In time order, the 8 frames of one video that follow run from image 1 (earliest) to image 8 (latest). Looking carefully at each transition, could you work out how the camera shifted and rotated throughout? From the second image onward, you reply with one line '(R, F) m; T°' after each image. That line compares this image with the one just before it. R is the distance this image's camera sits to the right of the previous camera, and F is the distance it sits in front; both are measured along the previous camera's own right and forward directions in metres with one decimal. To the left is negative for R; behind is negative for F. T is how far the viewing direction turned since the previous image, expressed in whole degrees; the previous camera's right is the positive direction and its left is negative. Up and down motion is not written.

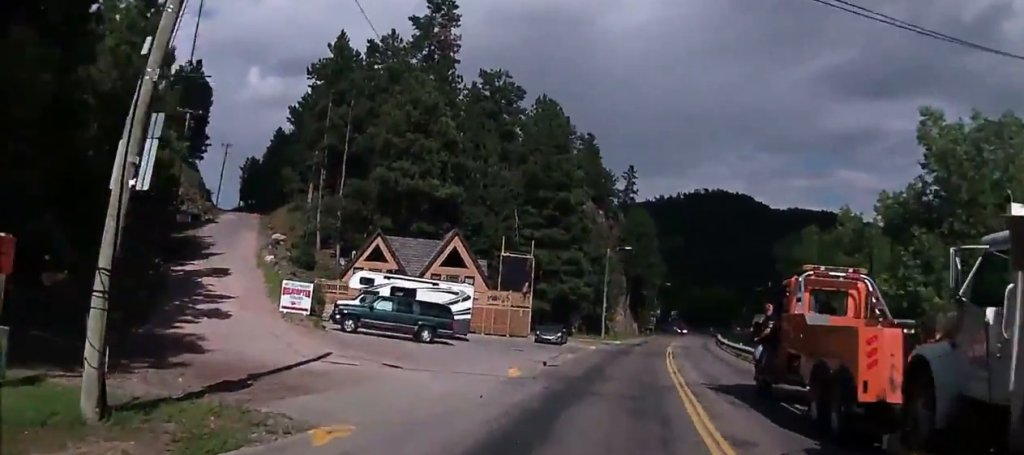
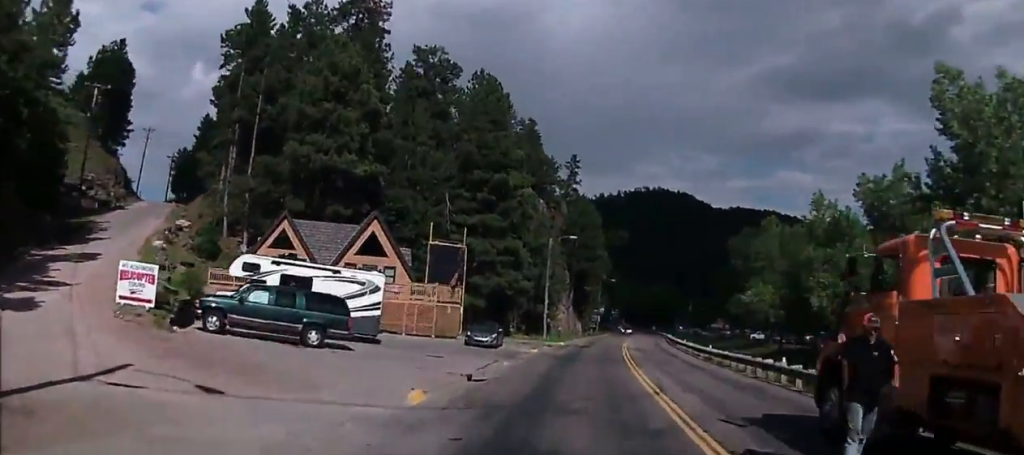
(+0.9, +7.5) m; +10°
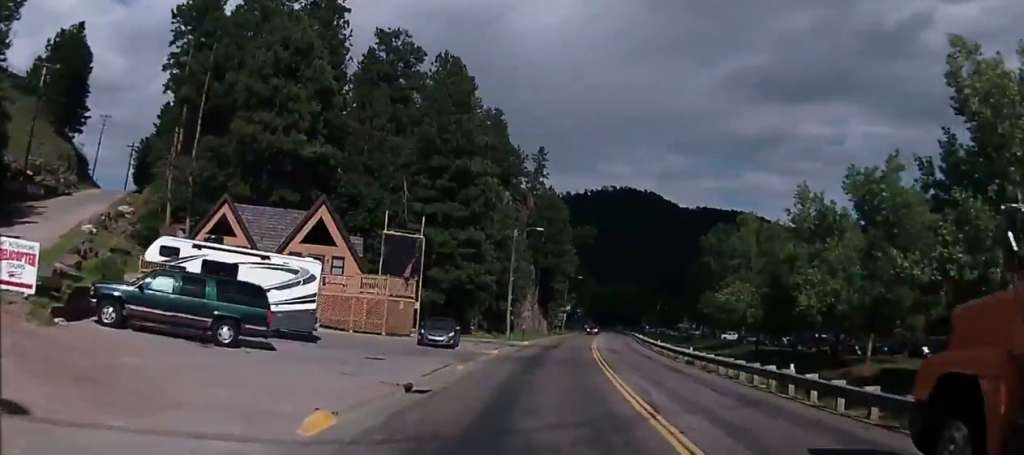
(+0.2, +4.0) m; +2°
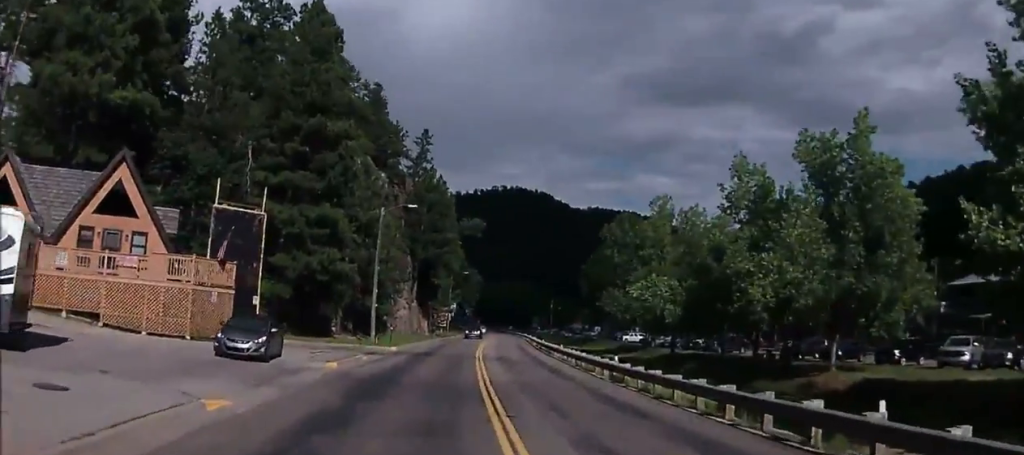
(+0.3, +10.9) m; +5°
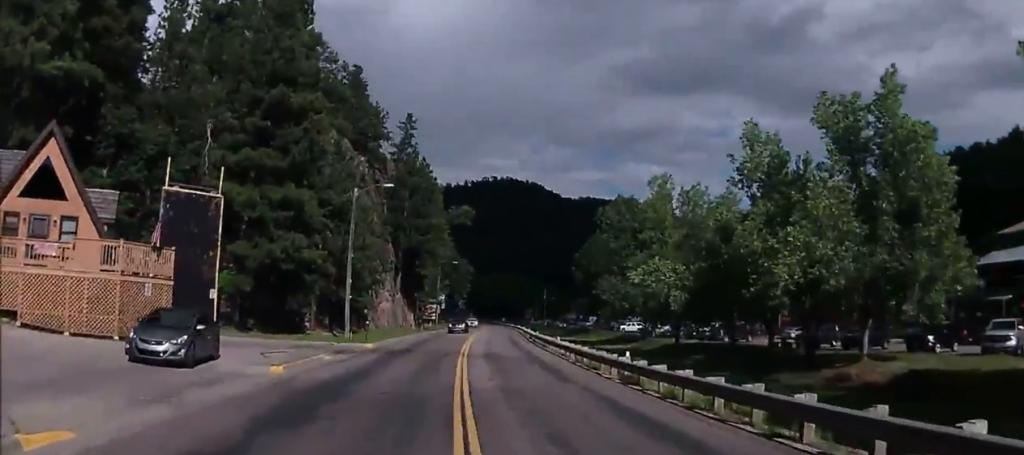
(+0.2, +4.6) m; +2°
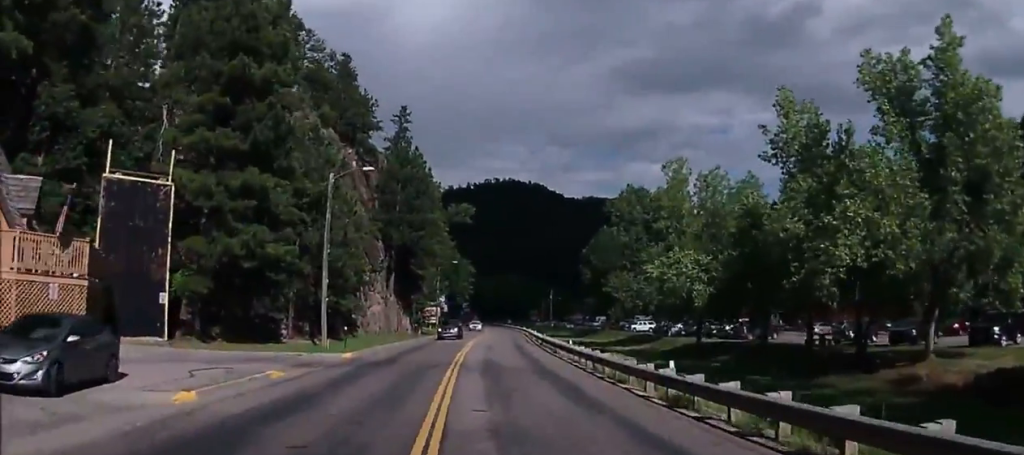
(+0.1, +5.6) m; 0°
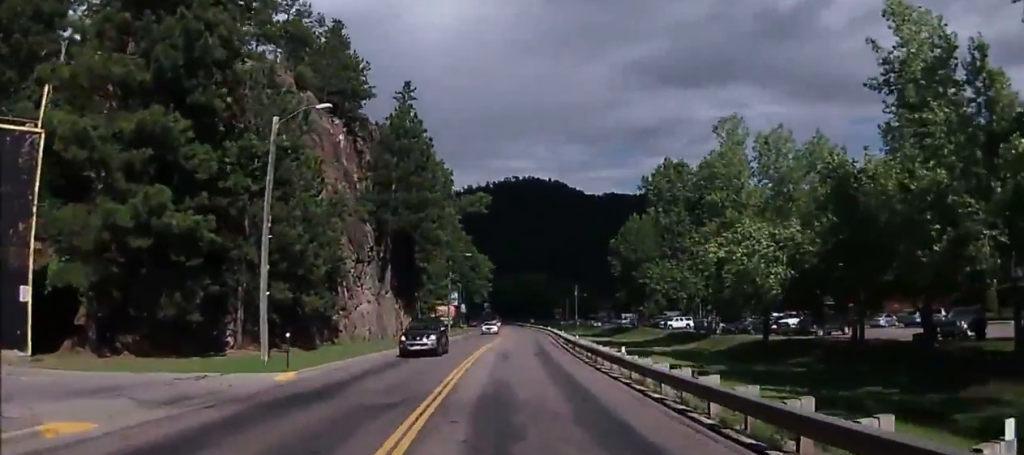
(-0.4, +11.1) m; -4°
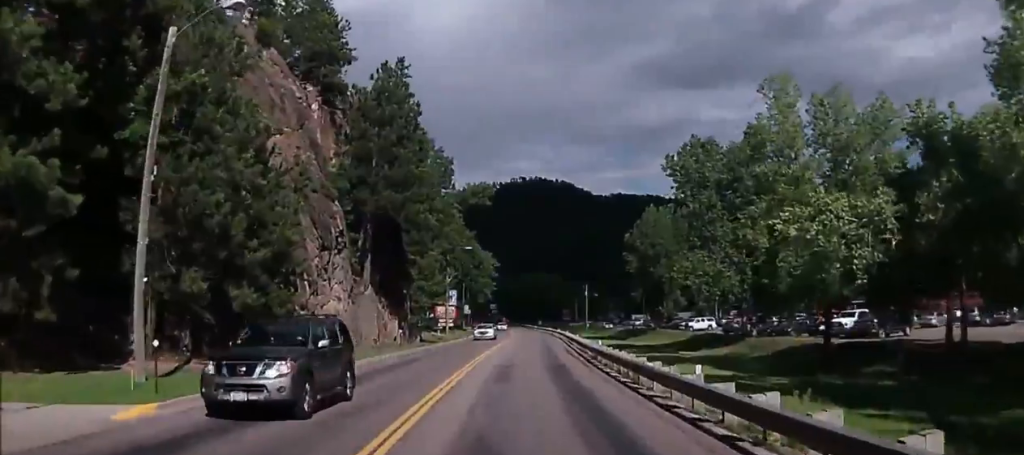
(-0.2, +9.0) m; 0°
